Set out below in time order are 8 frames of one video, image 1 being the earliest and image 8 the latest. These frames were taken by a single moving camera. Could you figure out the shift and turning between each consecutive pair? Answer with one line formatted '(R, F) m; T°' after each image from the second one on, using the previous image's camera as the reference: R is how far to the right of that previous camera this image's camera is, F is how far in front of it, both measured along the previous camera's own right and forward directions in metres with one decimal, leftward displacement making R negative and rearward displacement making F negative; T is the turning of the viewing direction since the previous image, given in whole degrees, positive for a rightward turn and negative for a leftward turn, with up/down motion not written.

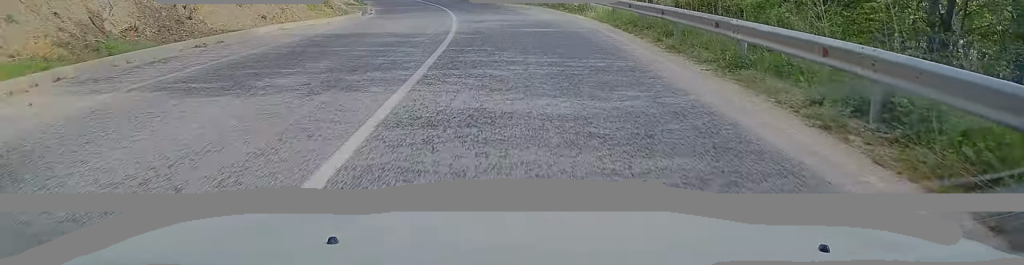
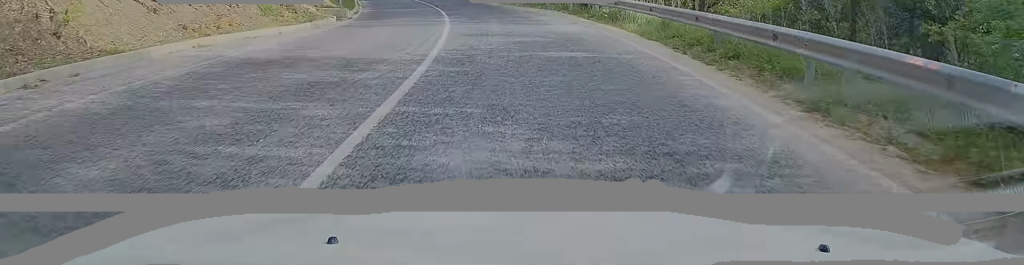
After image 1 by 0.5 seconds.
(-0.1, +5.9) m; -1°
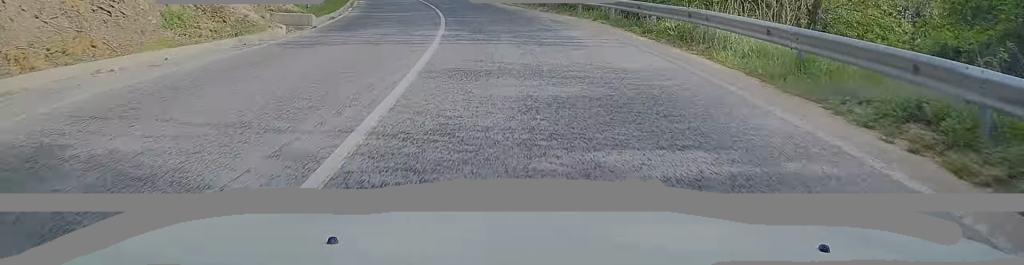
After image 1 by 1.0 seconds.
(0.0, +6.8) m; -2°
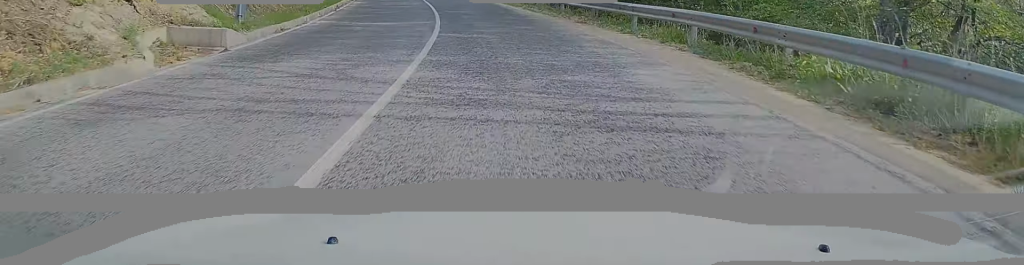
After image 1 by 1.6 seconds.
(-0.2, +7.3) m; -2°
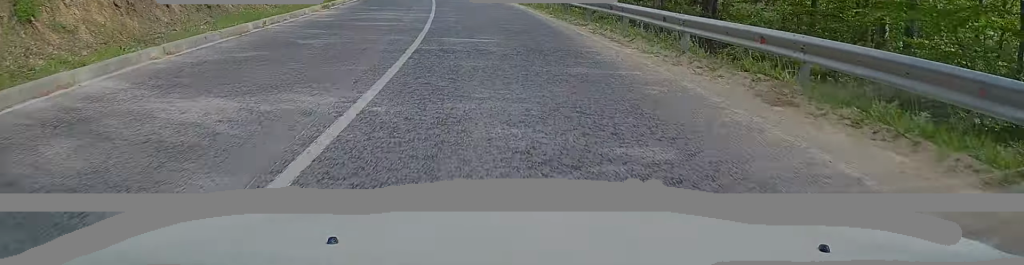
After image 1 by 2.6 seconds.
(-0.3, +13.4) m; -4°
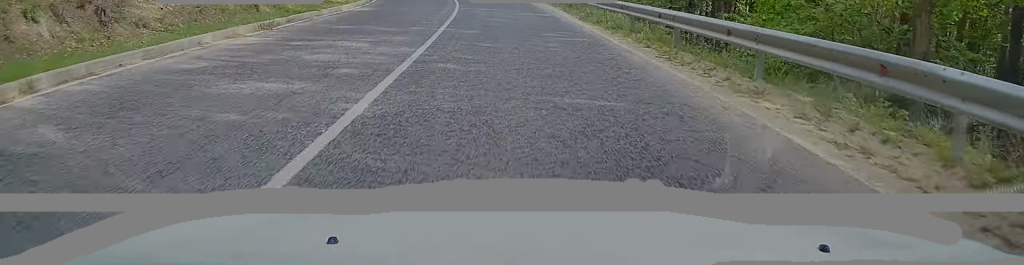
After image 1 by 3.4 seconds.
(-0.4, +10.8) m; -3°
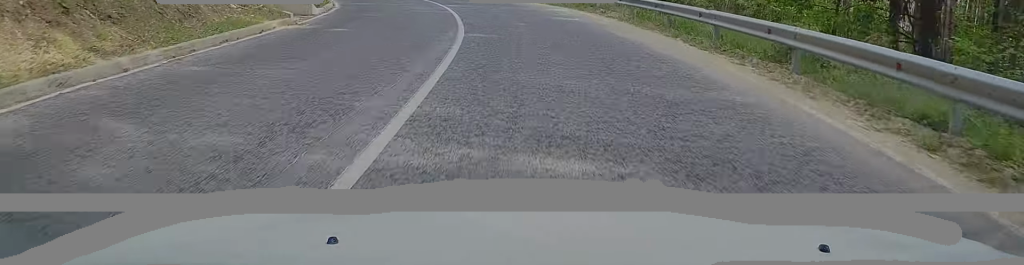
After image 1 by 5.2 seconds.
(-1.0, +22.2) m; -6°
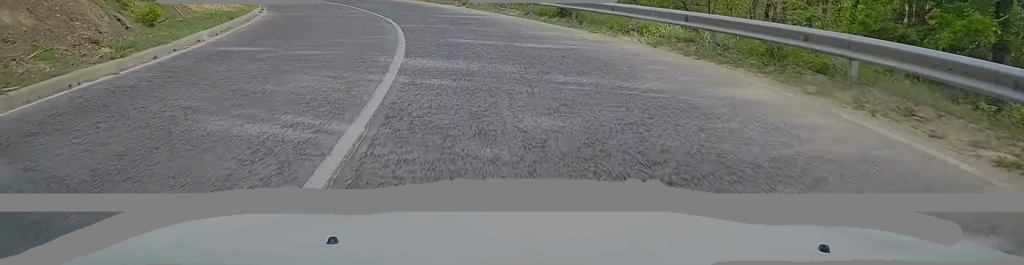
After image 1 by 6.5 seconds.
(-0.9, +16.8) m; -7°
